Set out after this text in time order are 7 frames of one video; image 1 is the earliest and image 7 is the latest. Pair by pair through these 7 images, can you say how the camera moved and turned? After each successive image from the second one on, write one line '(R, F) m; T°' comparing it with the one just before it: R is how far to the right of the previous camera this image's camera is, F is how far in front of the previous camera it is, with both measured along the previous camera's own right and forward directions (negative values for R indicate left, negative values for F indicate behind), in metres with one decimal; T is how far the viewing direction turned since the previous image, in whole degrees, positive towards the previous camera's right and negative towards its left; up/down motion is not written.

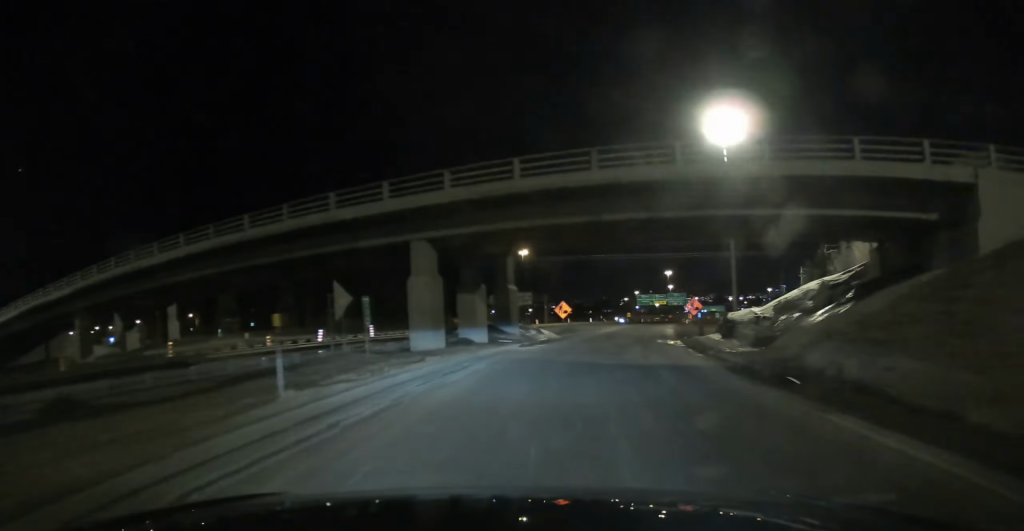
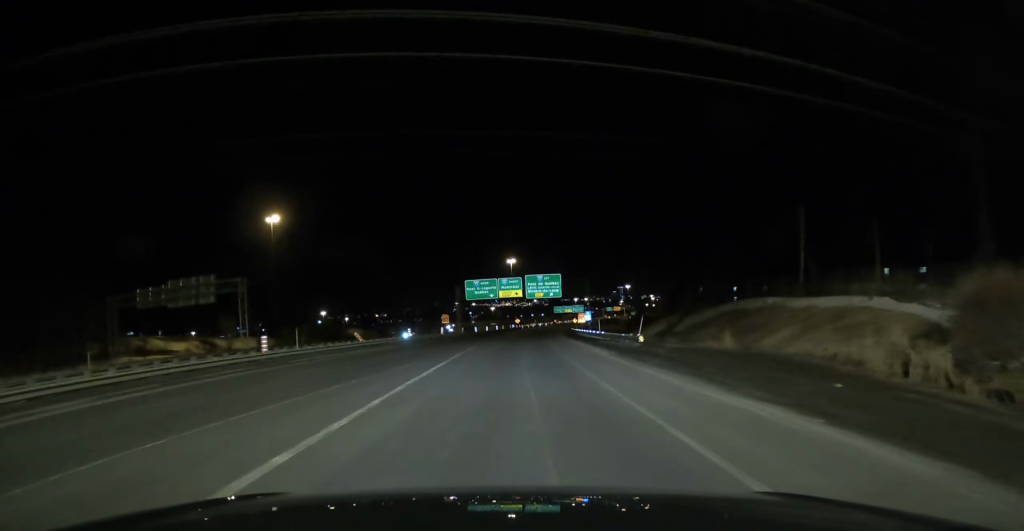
(+19.1, +105.2) m; +13°
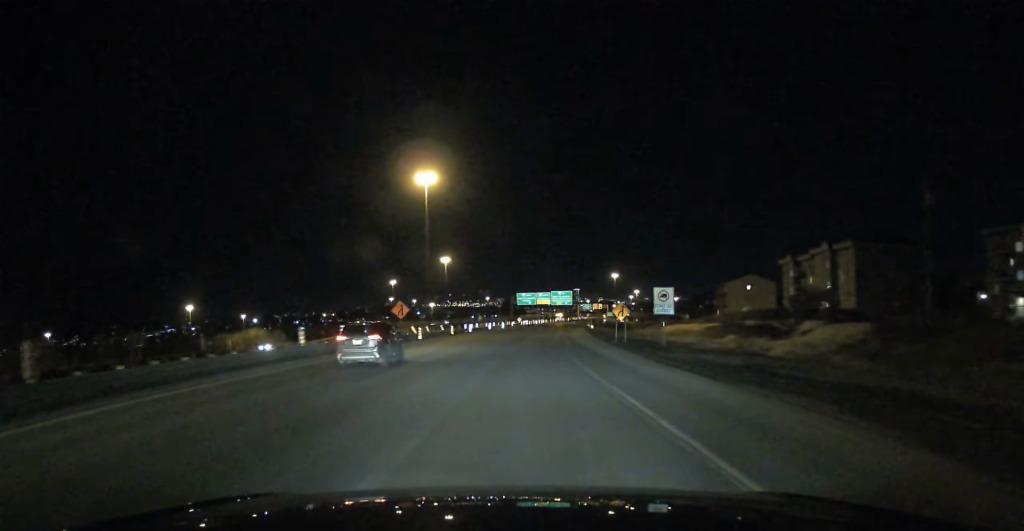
(+8.4, +161.6) m; +5°
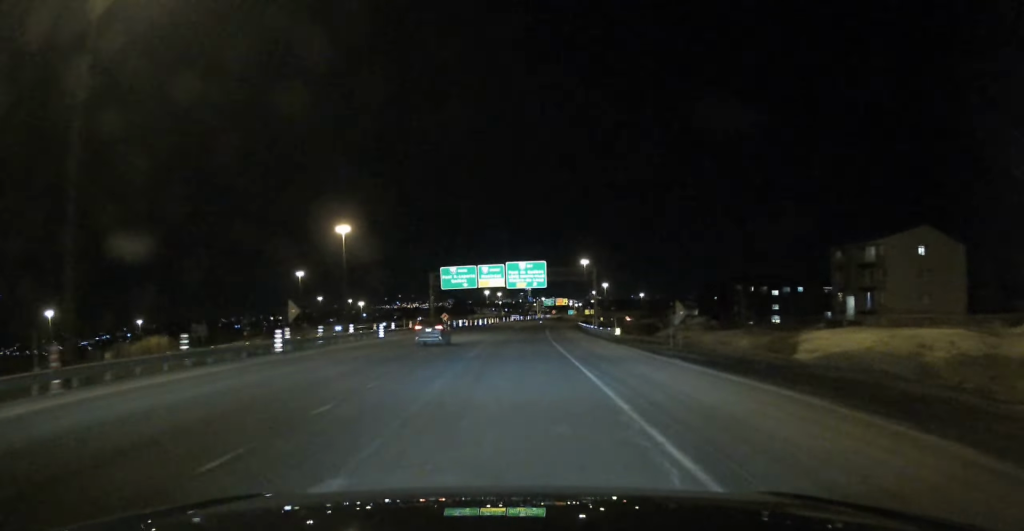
(+2.1, +88.6) m; +2°
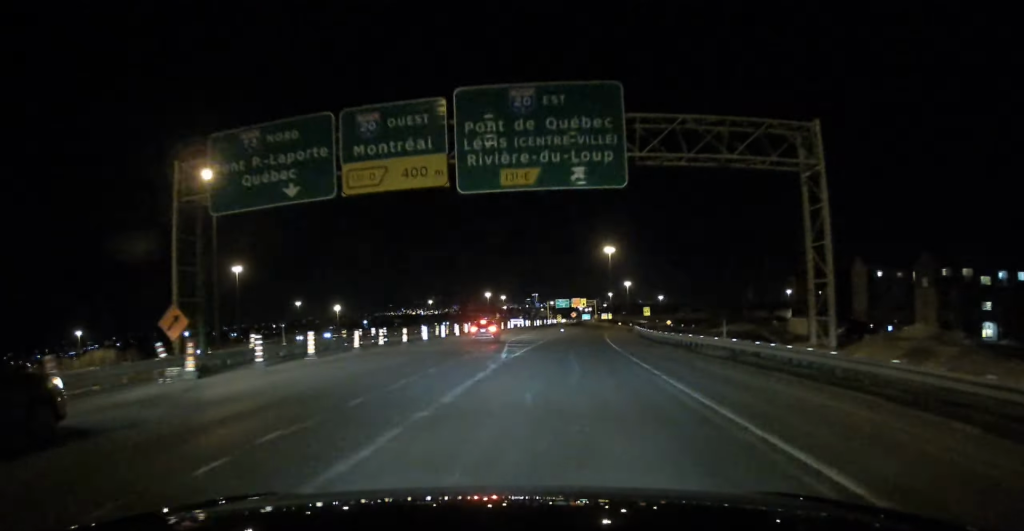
(+1.1, +74.4) m; +1°
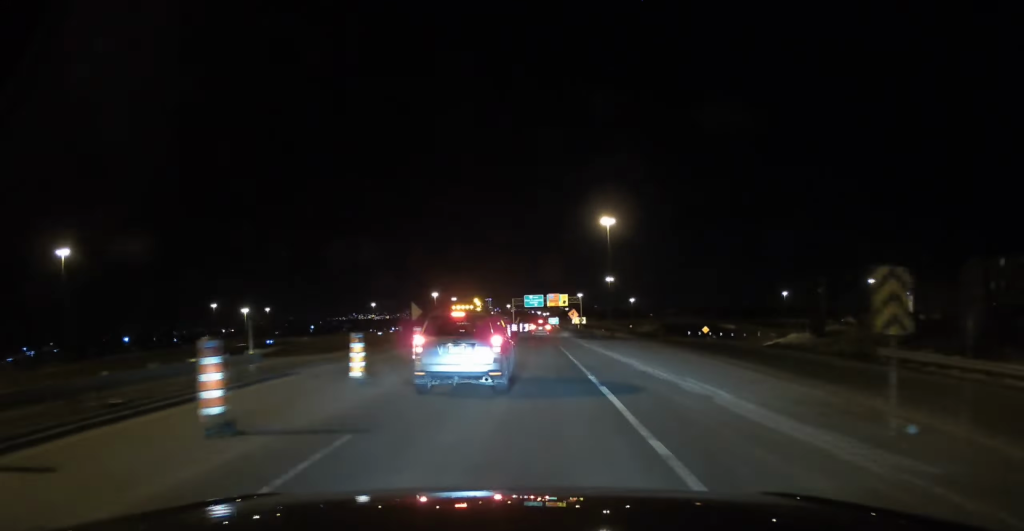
(0.0, +85.2) m; +2°
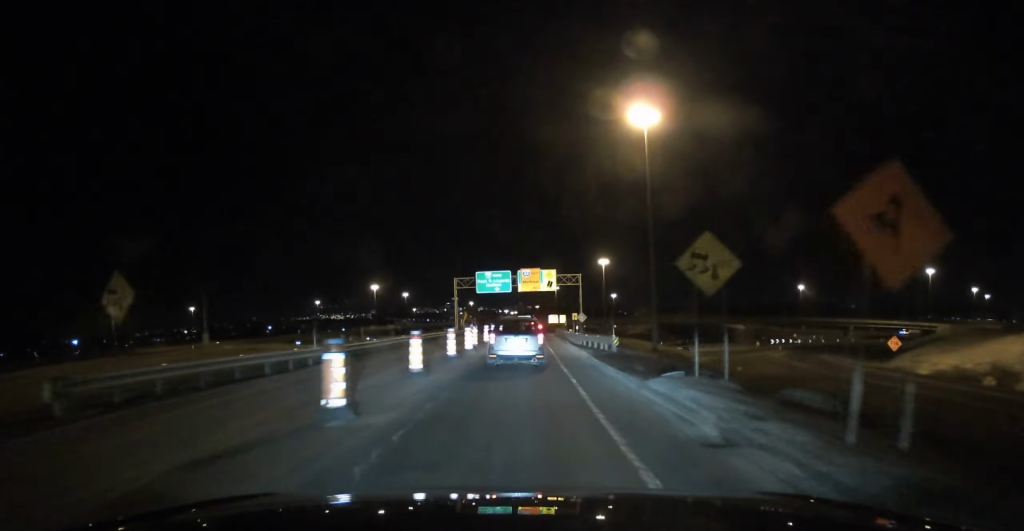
(+4.1, +92.9) m; +4°
